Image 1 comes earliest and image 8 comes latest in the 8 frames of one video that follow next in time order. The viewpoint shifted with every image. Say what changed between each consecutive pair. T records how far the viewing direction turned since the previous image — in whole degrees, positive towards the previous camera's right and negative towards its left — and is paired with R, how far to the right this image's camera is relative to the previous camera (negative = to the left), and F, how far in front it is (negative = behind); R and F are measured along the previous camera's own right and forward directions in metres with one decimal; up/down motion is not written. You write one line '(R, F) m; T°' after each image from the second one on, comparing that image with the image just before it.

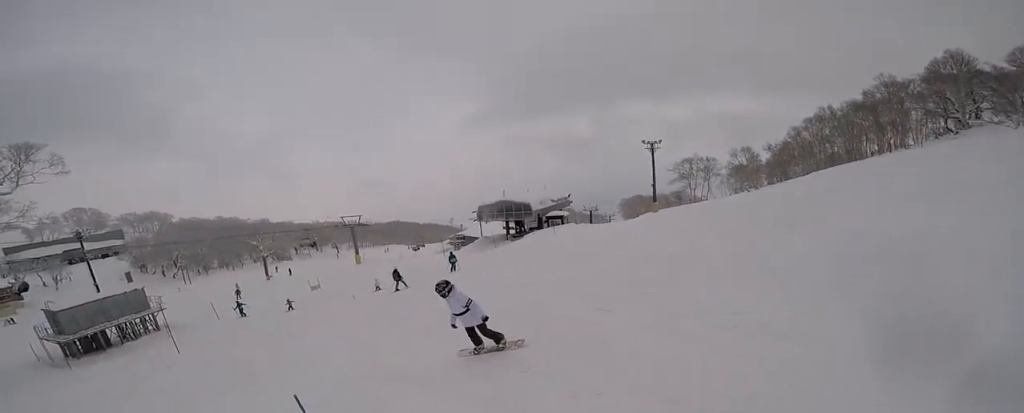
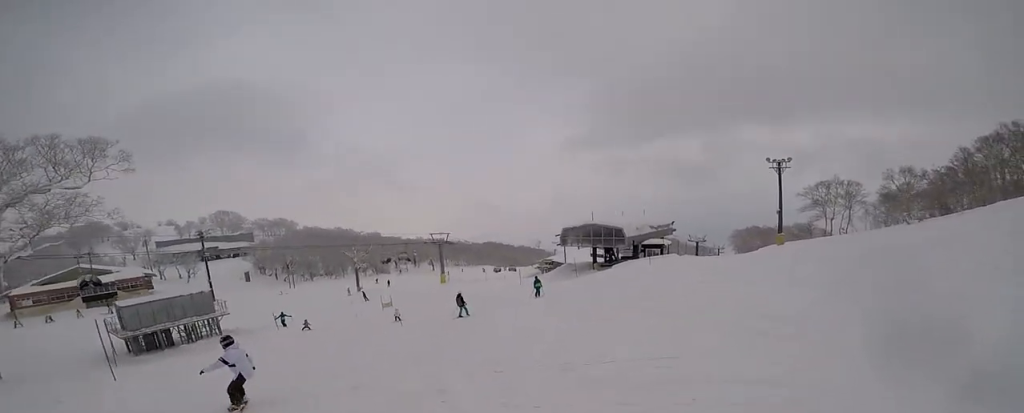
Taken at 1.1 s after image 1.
(+1.5, +5.7) m; -3°
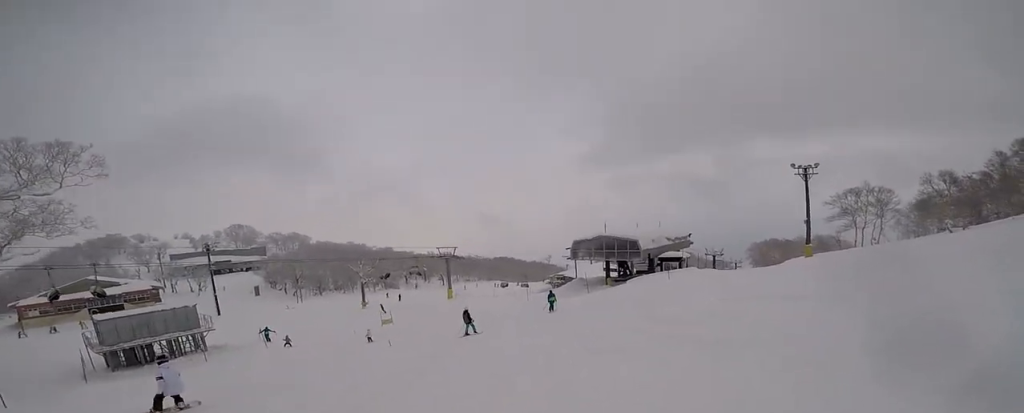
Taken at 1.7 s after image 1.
(-1.0, +2.6) m; -9°
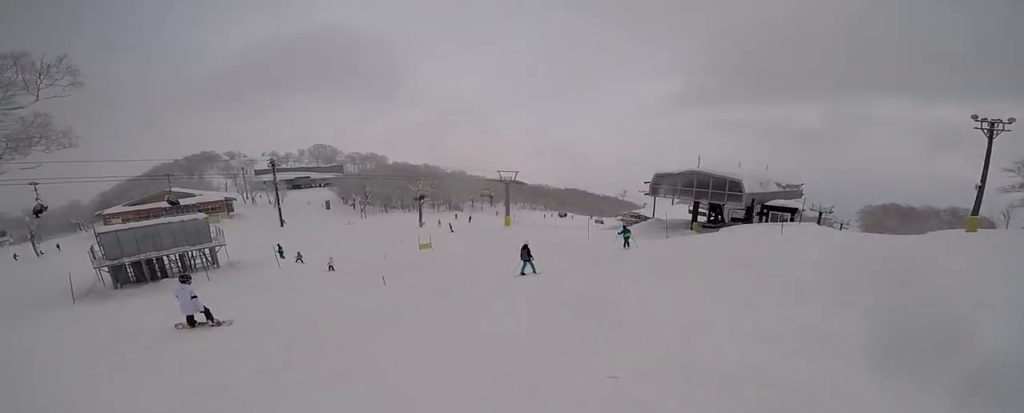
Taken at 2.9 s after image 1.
(+0.2, +6.6) m; -8°
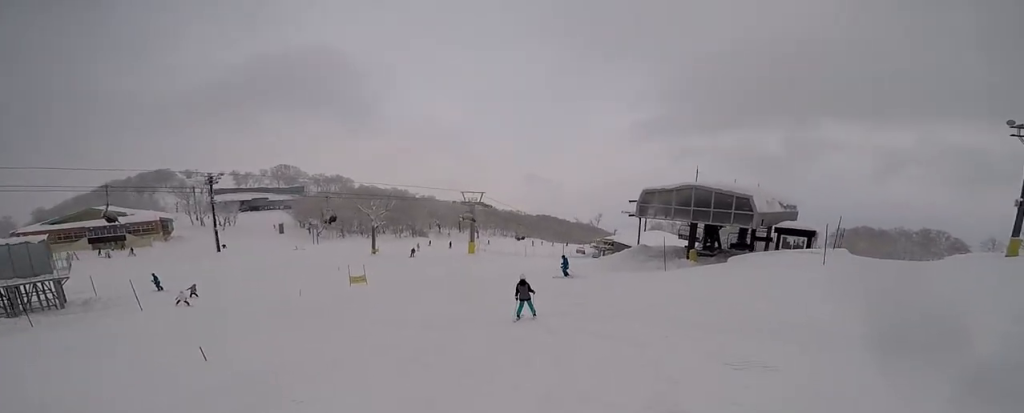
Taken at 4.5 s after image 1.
(-0.3, +7.9) m; 0°
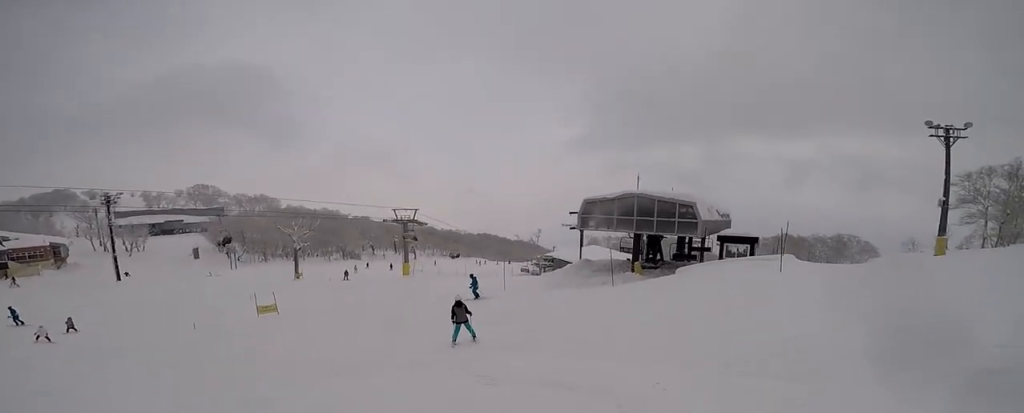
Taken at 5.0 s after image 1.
(+0.2, +2.7) m; -3°
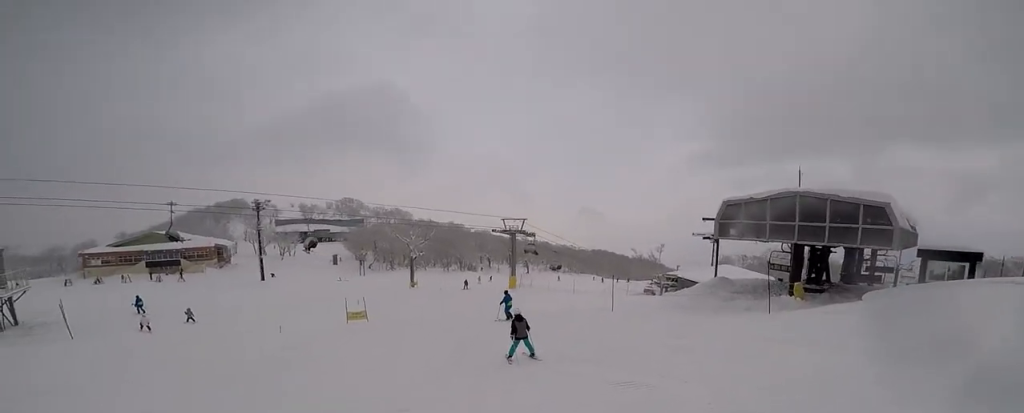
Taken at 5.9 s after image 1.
(-0.9, +4.4) m; -12°
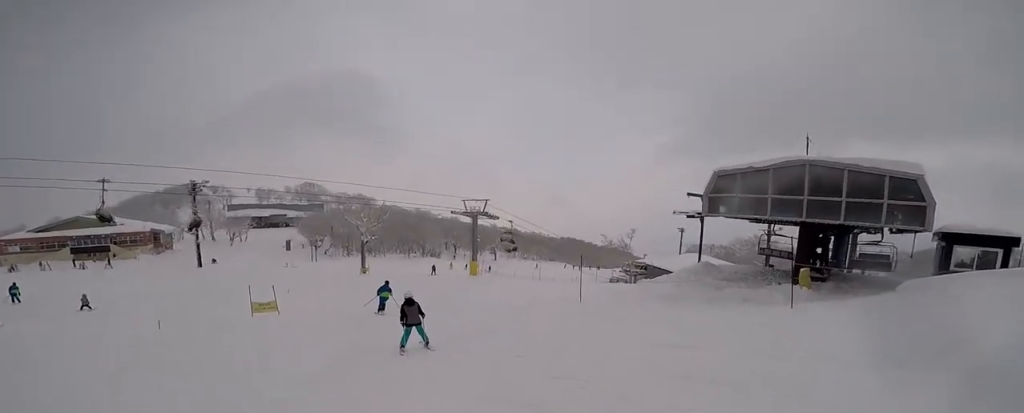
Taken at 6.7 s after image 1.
(0.0, +4.4) m; 0°
